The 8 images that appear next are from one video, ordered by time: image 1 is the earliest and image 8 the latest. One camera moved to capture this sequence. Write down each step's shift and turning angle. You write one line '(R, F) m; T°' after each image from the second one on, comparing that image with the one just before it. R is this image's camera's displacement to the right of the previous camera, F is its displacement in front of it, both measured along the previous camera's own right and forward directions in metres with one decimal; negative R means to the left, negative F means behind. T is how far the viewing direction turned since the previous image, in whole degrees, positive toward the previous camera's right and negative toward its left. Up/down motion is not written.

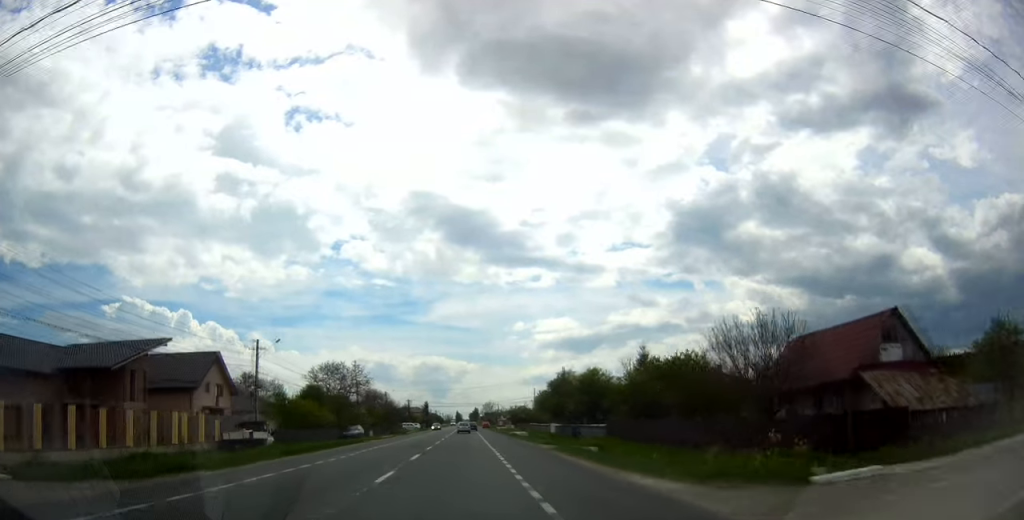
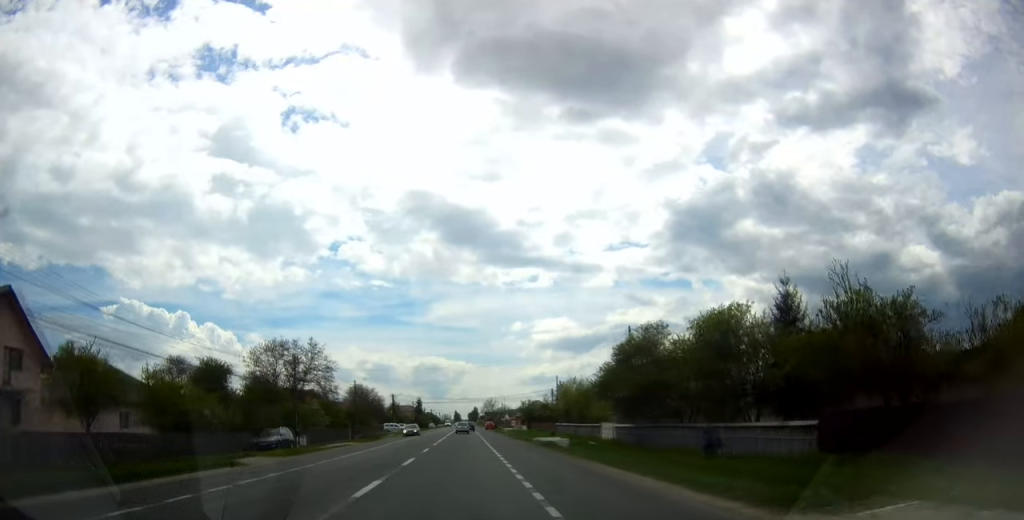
(-0.1, +29.2) m; +1°
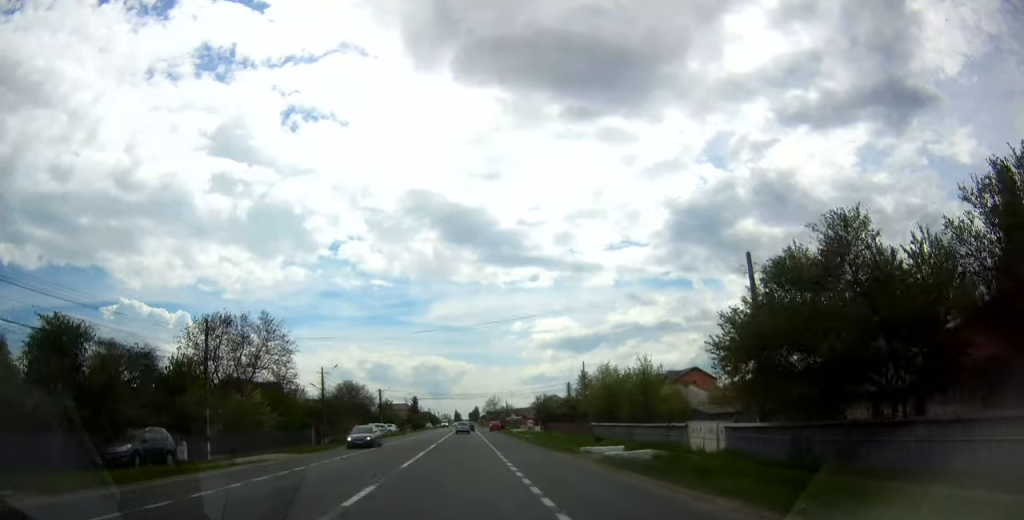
(+0.2, +19.0) m; 0°
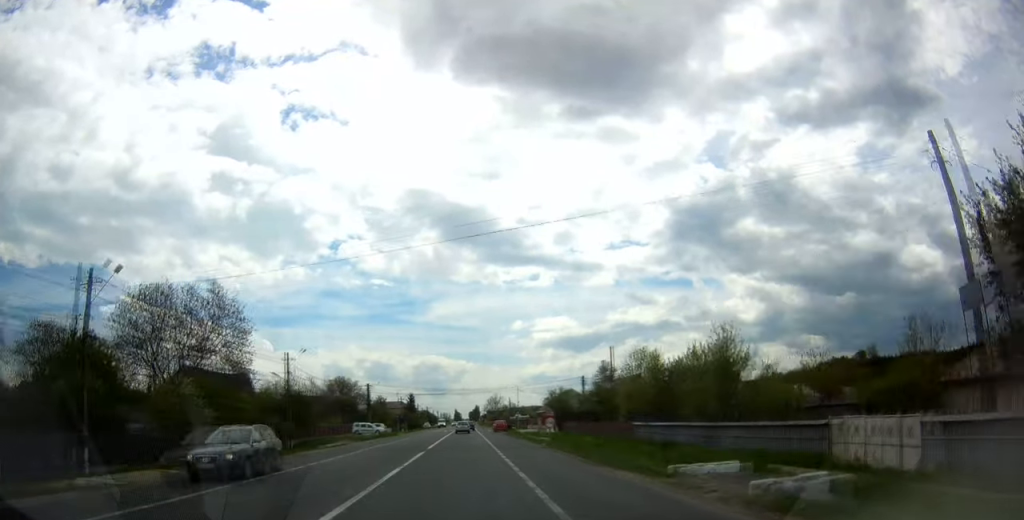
(-0.1, +12.9) m; 0°
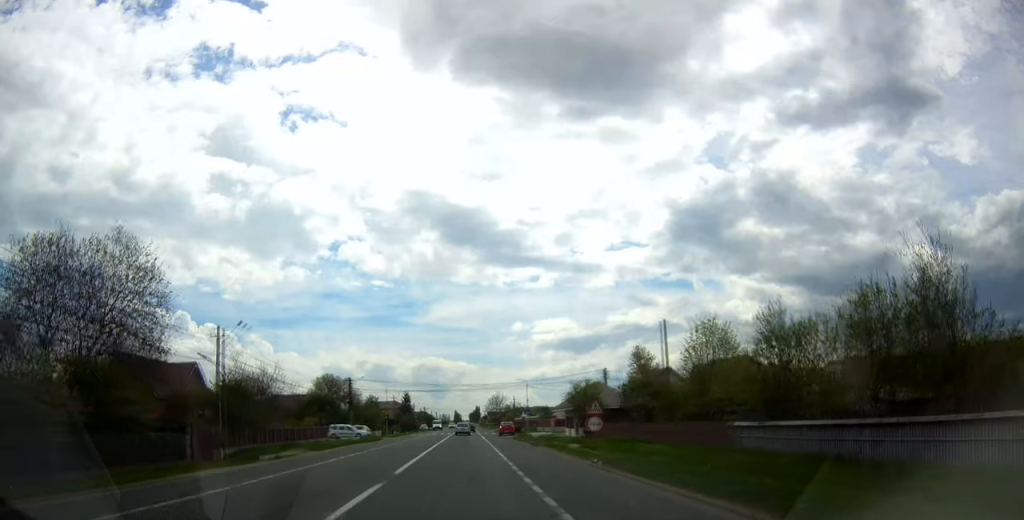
(-0.1, +14.6) m; 0°
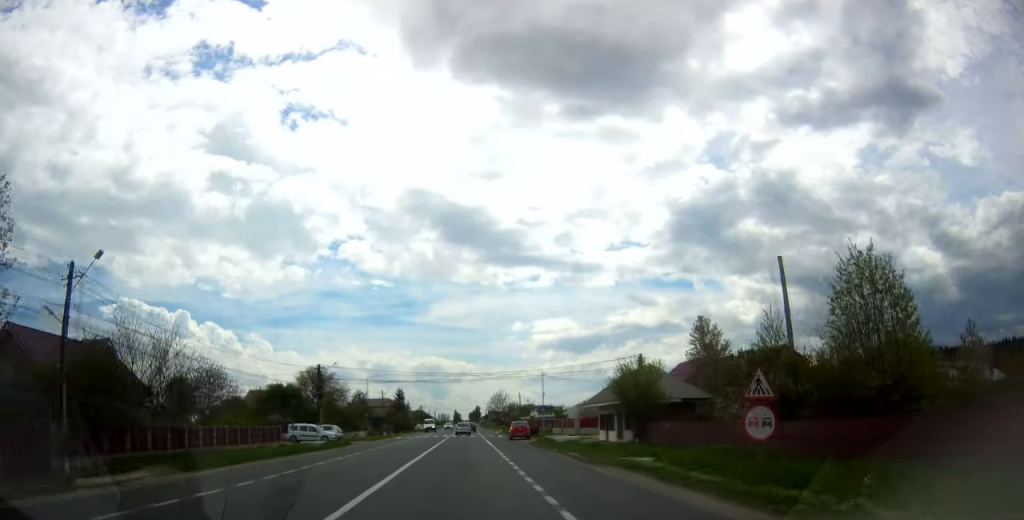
(+0.3, +16.2) m; 0°
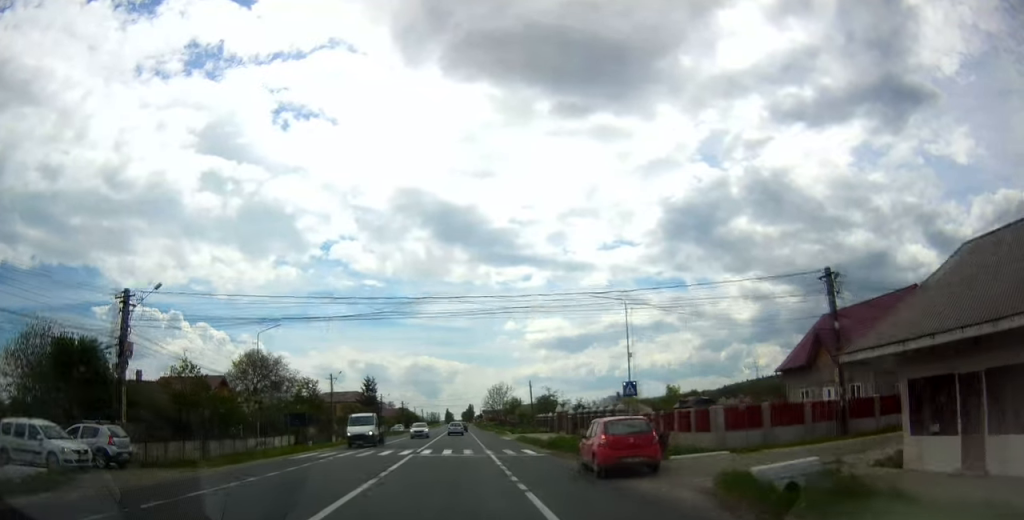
(-0.1, +36.5) m; +1°
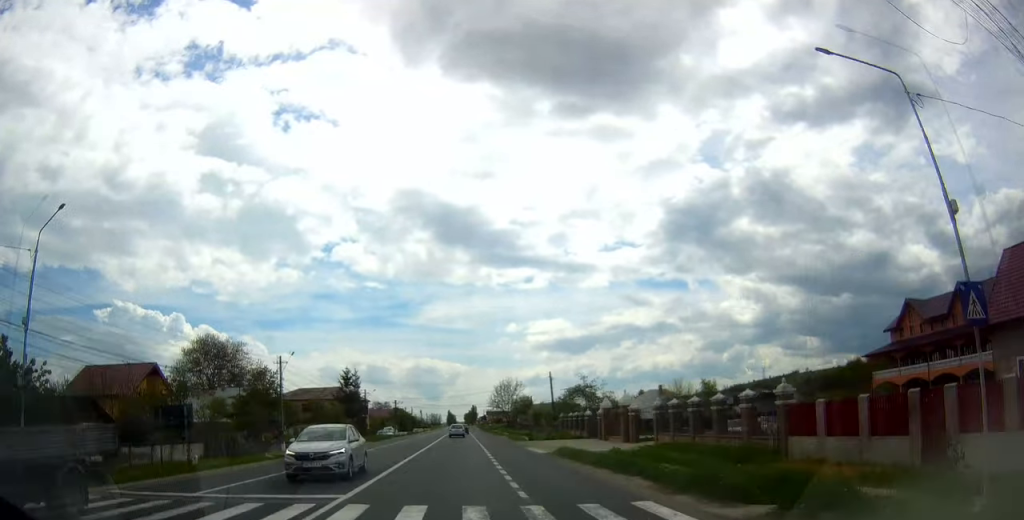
(+0.1, +20.9) m; 0°
